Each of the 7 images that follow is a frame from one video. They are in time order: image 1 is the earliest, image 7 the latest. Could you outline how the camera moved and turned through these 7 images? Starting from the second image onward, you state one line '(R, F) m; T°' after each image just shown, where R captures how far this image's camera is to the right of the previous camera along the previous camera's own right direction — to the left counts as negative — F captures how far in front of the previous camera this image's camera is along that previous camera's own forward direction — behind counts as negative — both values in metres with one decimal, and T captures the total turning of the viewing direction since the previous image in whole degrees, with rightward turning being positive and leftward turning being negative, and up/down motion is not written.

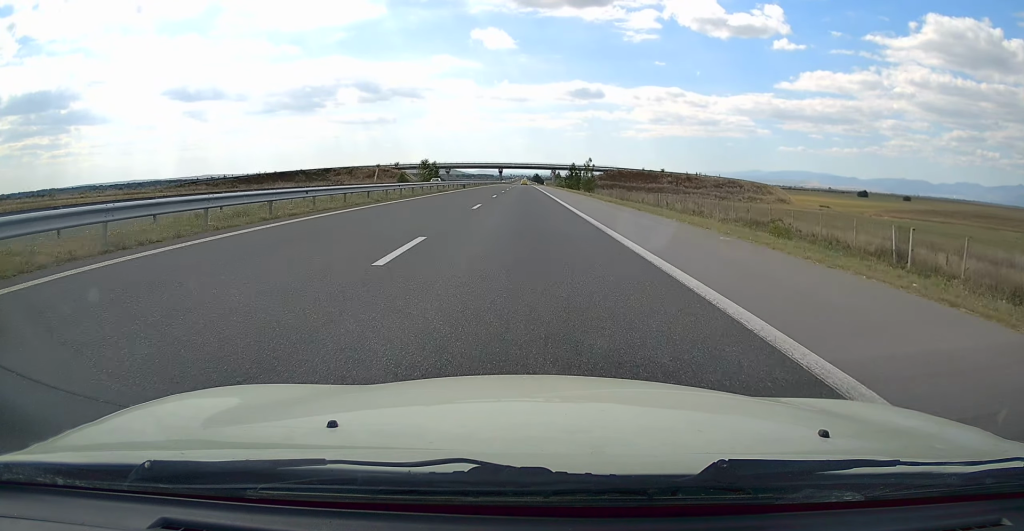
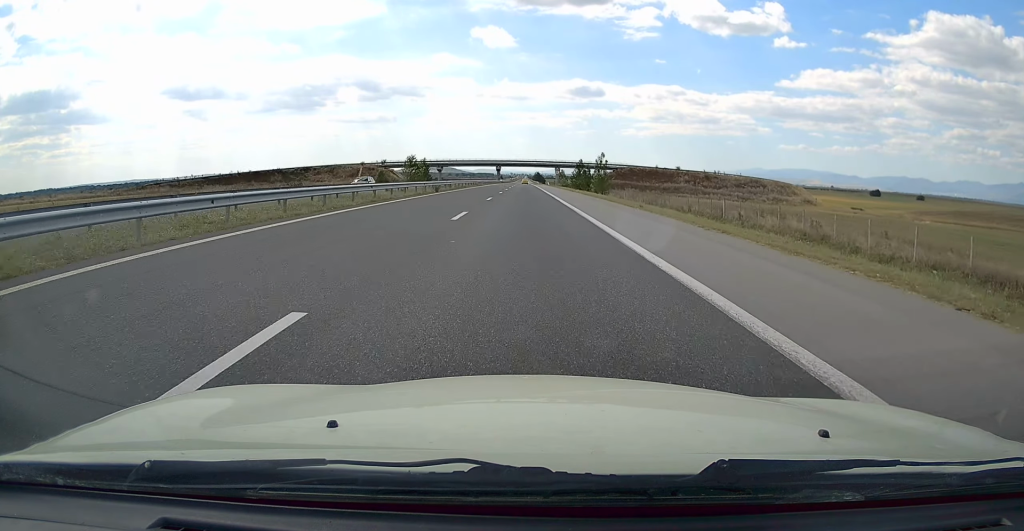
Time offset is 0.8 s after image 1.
(0.0, +22.7) m; -1°
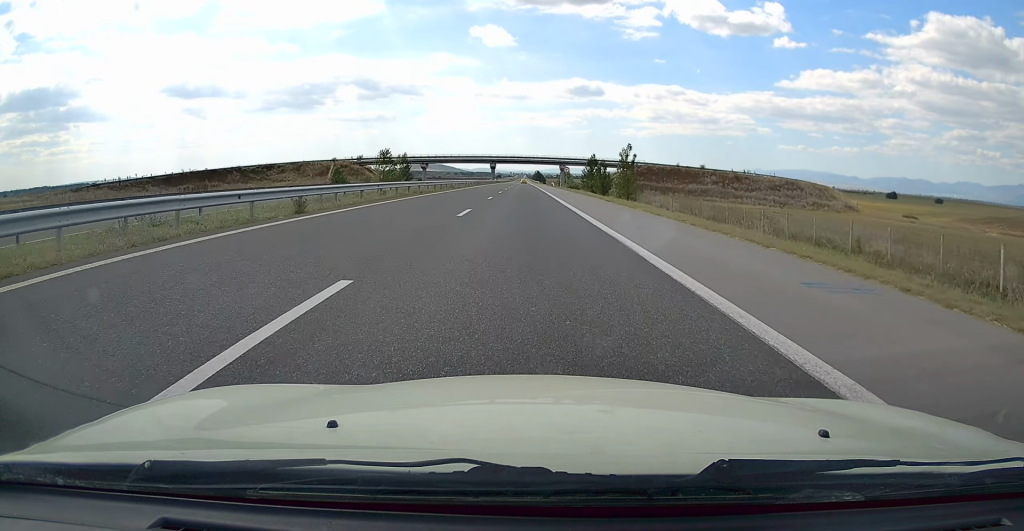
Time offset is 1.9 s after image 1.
(-0.3, +30.3) m; 0°
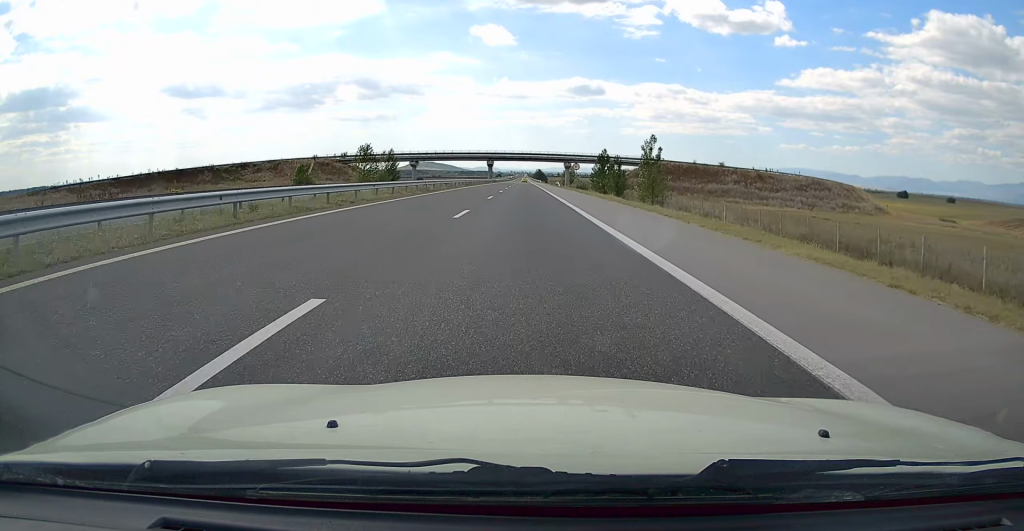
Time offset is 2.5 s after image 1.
(+0.2, +17.0) m; +1°
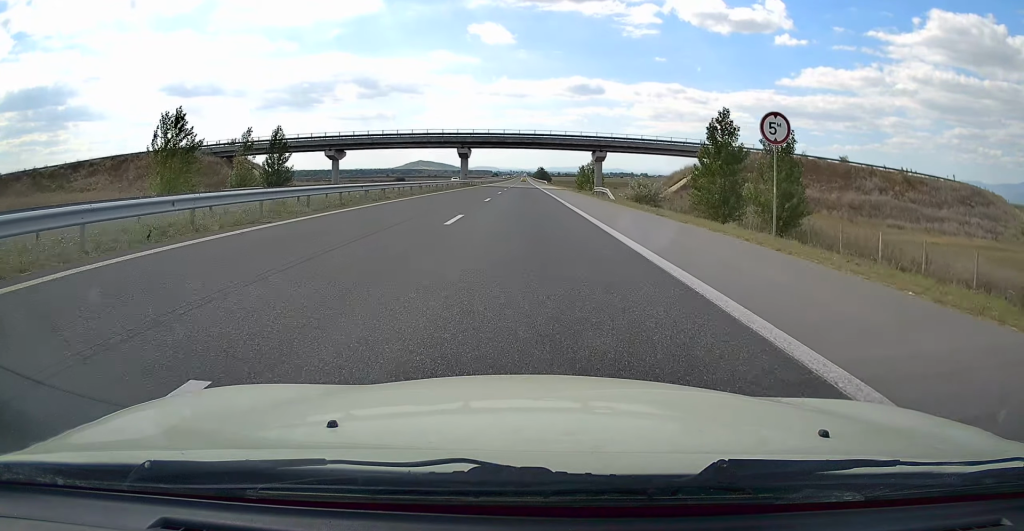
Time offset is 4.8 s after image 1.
(+0.2, +66.2) m; 0°
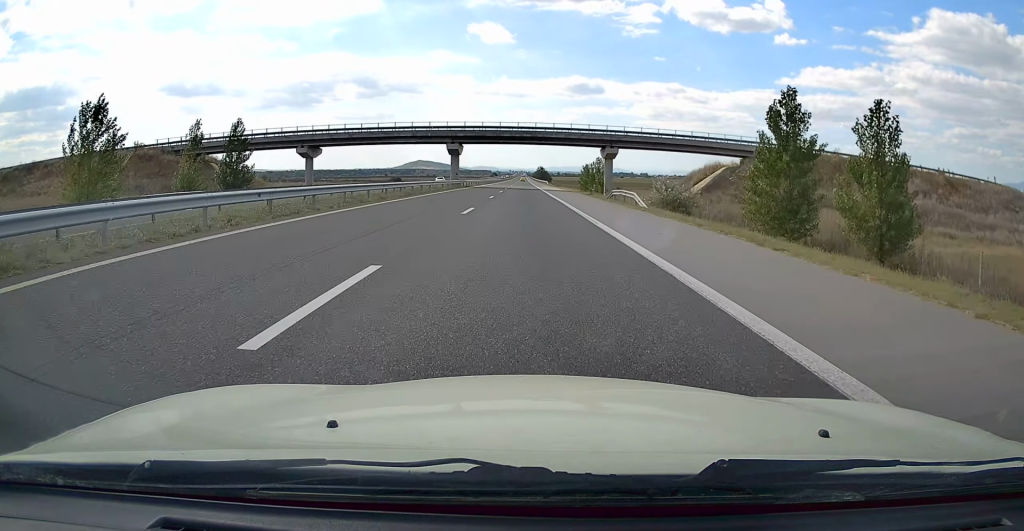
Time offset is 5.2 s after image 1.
(0.0, +11.3) m; 0°
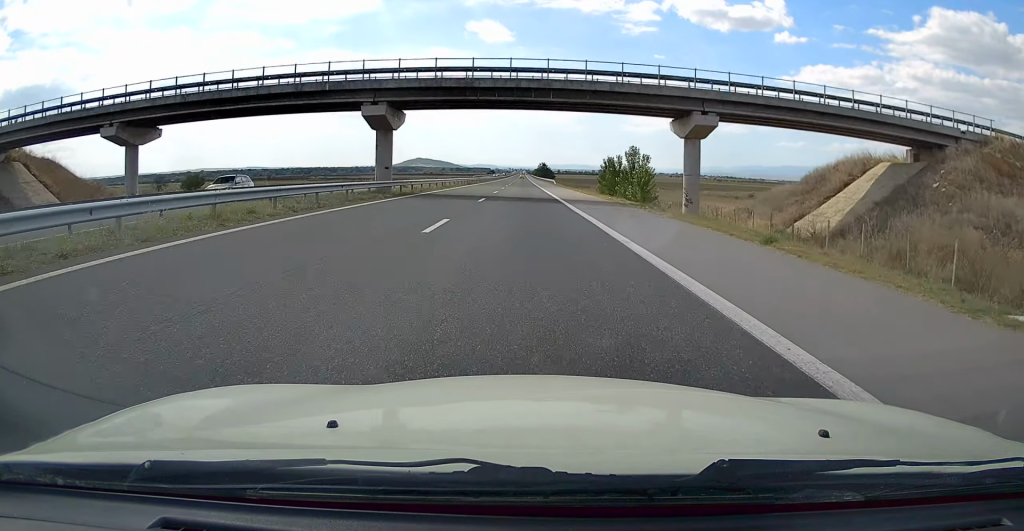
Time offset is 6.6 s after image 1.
(0.0, +39.5) m; 0°
